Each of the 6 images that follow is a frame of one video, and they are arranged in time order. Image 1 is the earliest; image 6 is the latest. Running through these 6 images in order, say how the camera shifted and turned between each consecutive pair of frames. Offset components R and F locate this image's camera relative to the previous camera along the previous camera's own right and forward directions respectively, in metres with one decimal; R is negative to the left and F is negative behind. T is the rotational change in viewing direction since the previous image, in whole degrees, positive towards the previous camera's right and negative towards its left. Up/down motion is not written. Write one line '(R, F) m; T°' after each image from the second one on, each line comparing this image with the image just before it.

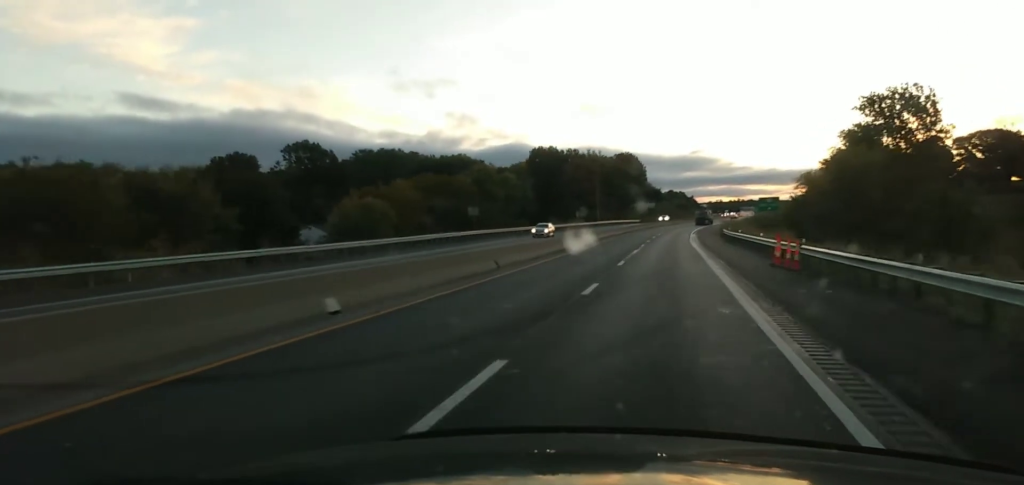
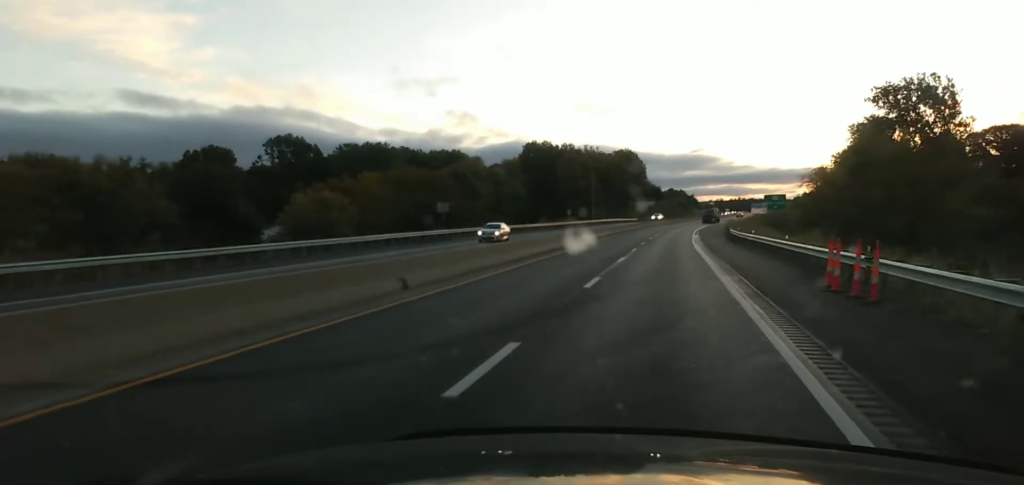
(+0.2, +11.0) m; 0°
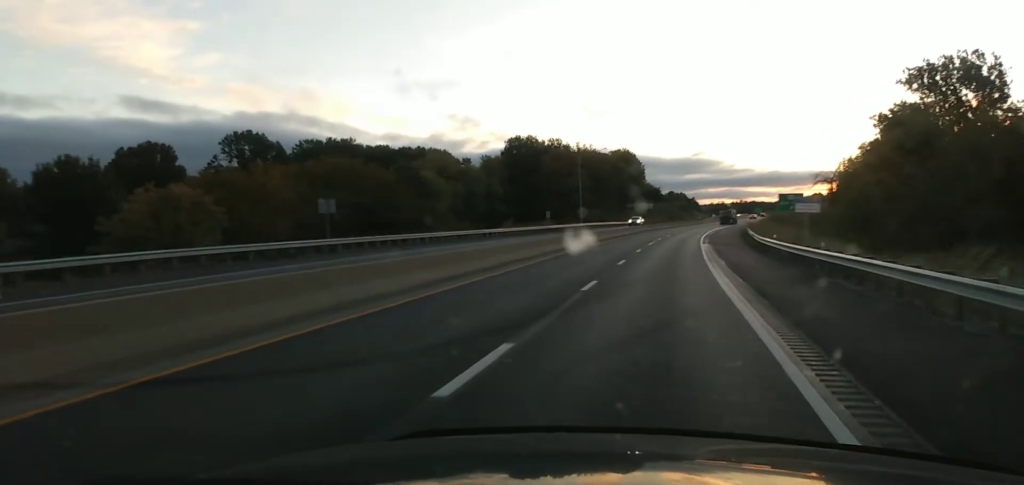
(+0.1, +24.9) m; 0°
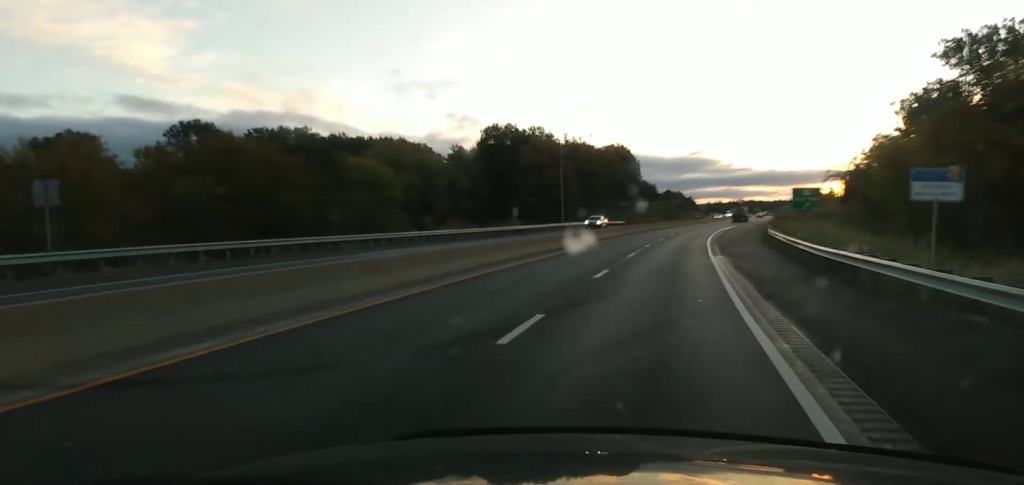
(0.0, +22.7) m; 0°
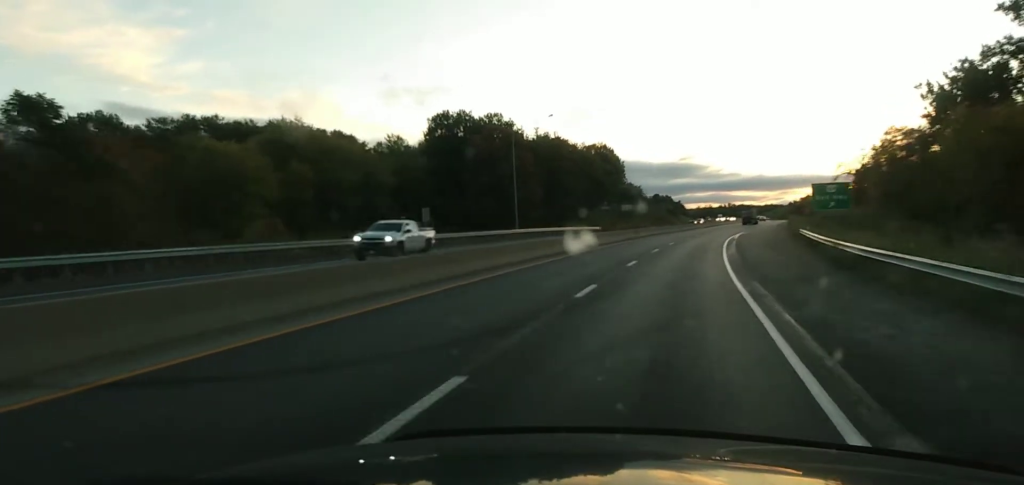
(-0.1, +29.3) m; +2°
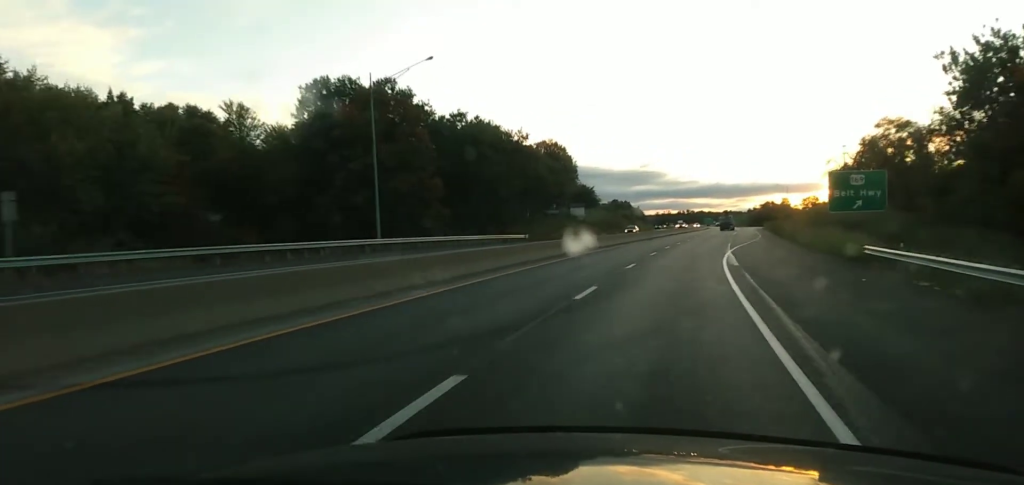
(+1.4, +35.3) m; +3°
